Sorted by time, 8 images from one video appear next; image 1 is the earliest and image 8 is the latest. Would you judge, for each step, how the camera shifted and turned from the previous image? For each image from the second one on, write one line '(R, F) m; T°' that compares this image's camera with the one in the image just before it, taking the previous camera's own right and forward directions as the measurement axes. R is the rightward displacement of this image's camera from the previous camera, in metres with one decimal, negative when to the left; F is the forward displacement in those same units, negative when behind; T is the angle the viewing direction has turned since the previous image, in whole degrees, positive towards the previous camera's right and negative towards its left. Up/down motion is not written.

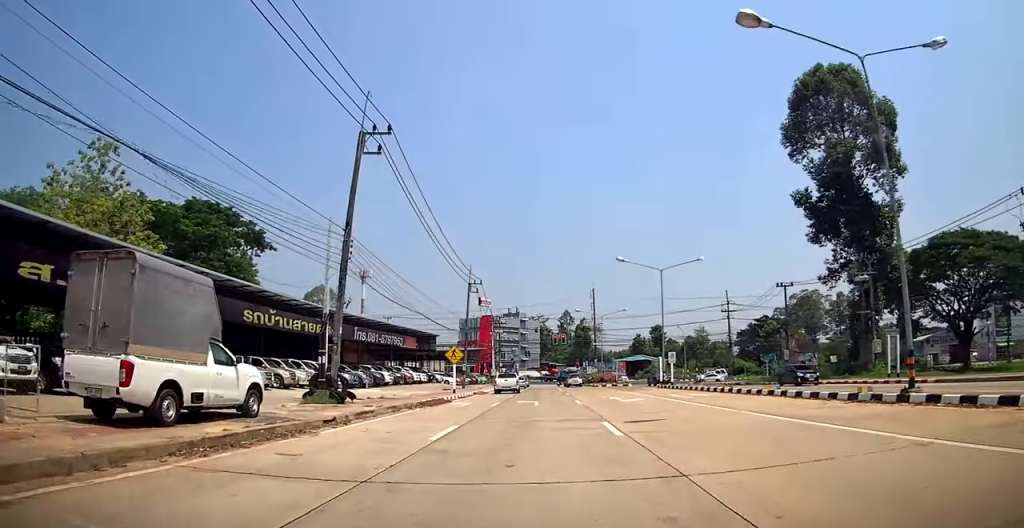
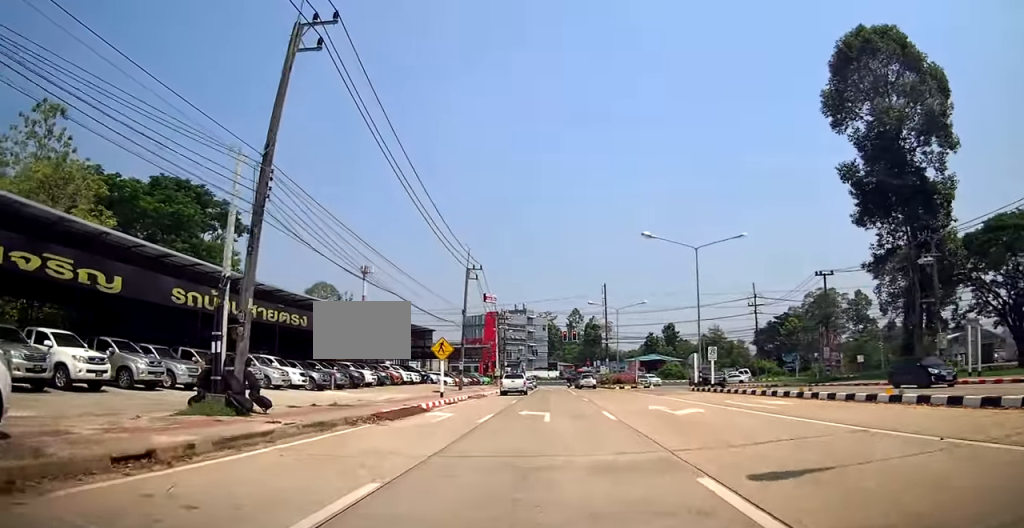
(+0.1, +7.7) m; -1°
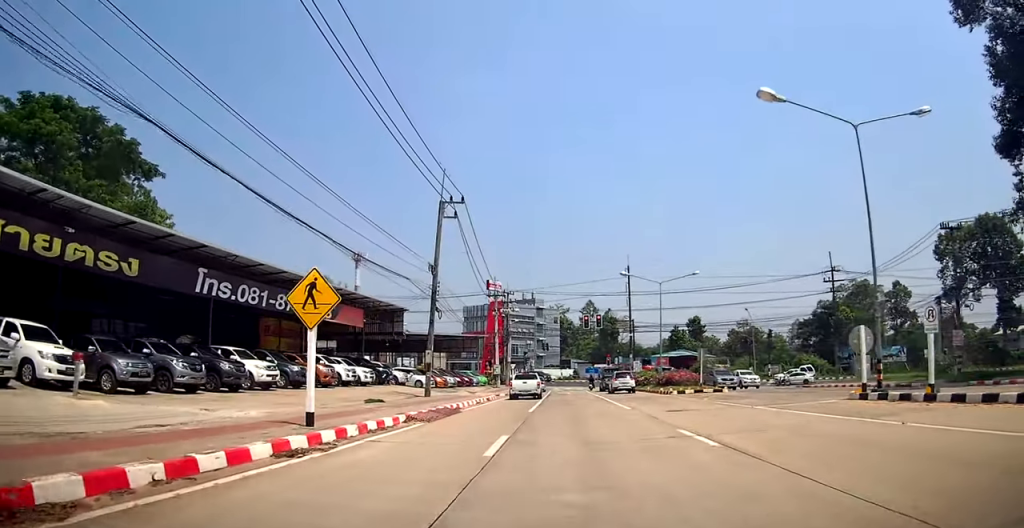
(-0.6, +18.0) m; -2°
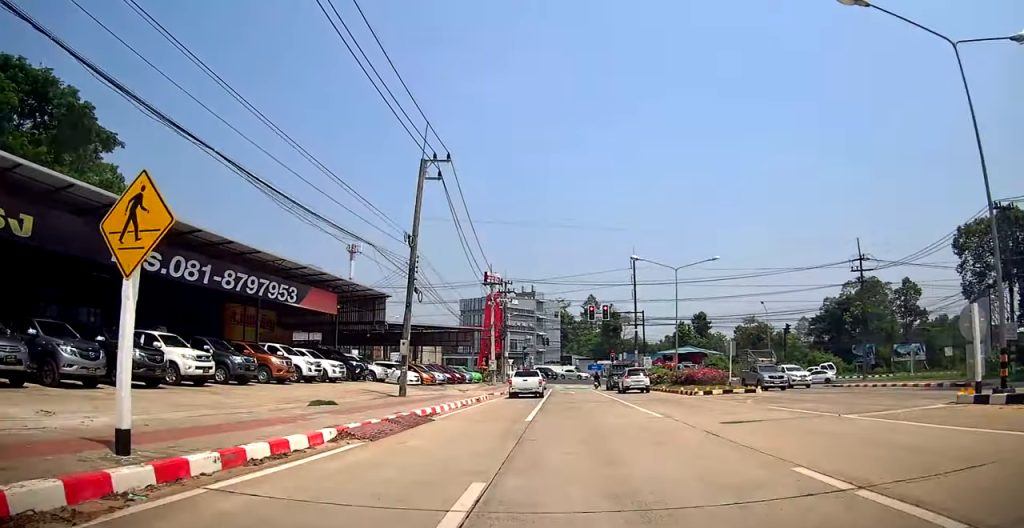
(+0.1, +5.5) m; 0°
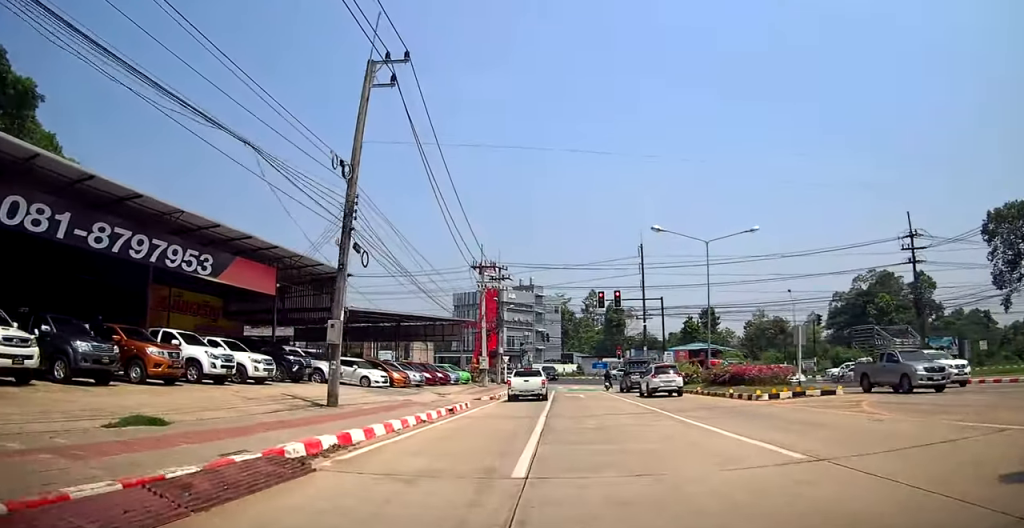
(-0.1, +8.3) m; -1°
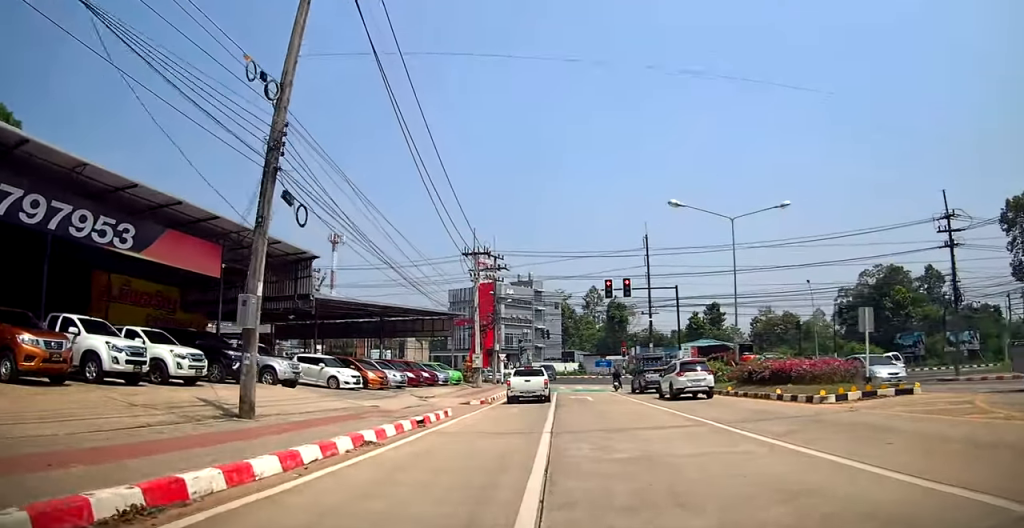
(0.0, +5.0) m; 0°
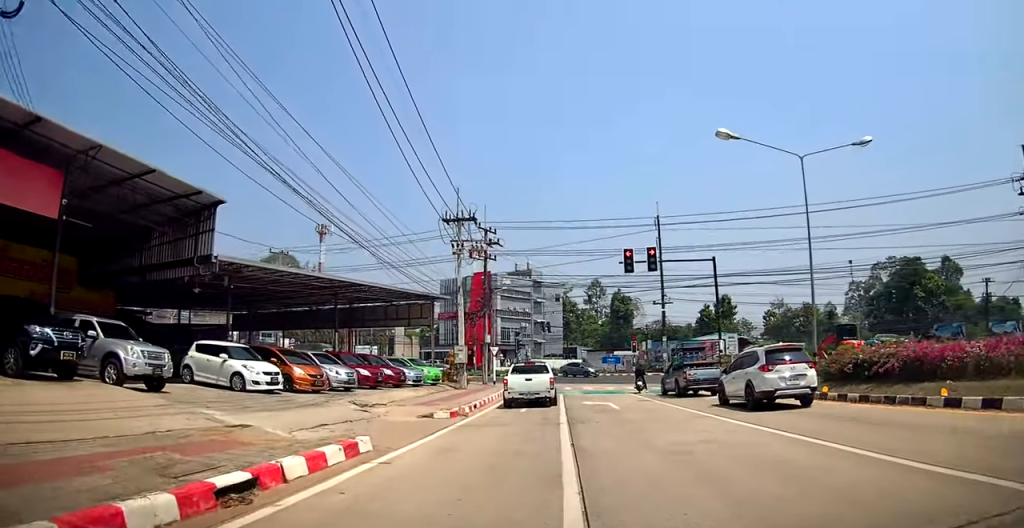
(0.0, +9.1) m; +1°
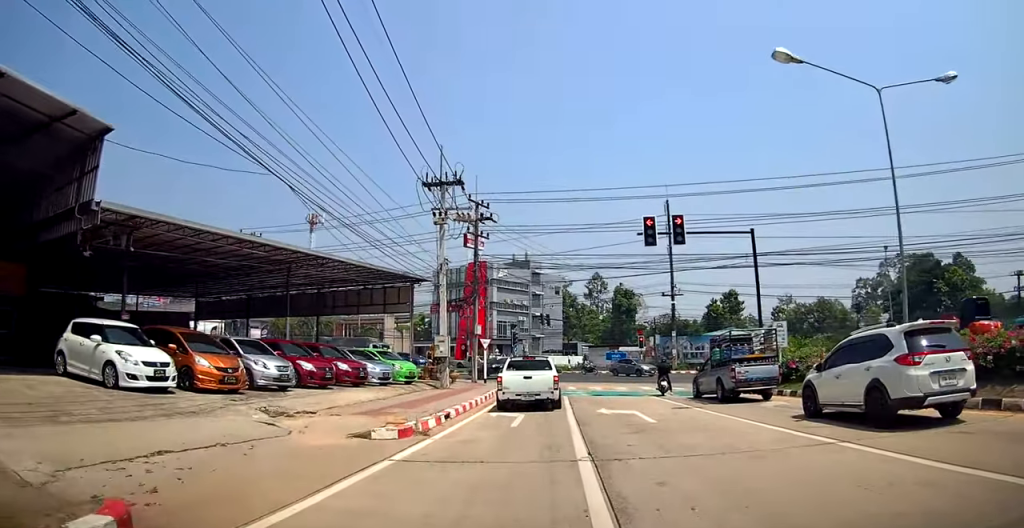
(0.0, +6.5) m; +3°
